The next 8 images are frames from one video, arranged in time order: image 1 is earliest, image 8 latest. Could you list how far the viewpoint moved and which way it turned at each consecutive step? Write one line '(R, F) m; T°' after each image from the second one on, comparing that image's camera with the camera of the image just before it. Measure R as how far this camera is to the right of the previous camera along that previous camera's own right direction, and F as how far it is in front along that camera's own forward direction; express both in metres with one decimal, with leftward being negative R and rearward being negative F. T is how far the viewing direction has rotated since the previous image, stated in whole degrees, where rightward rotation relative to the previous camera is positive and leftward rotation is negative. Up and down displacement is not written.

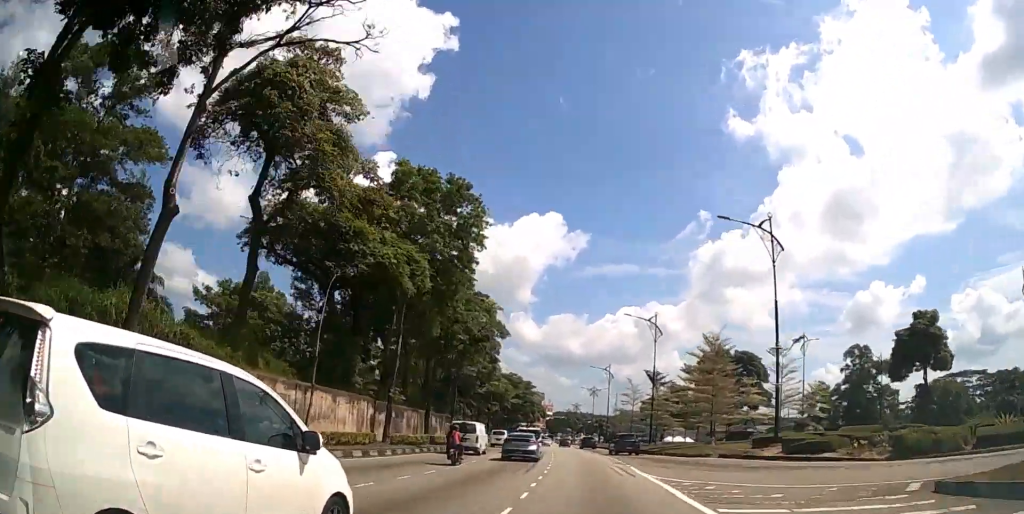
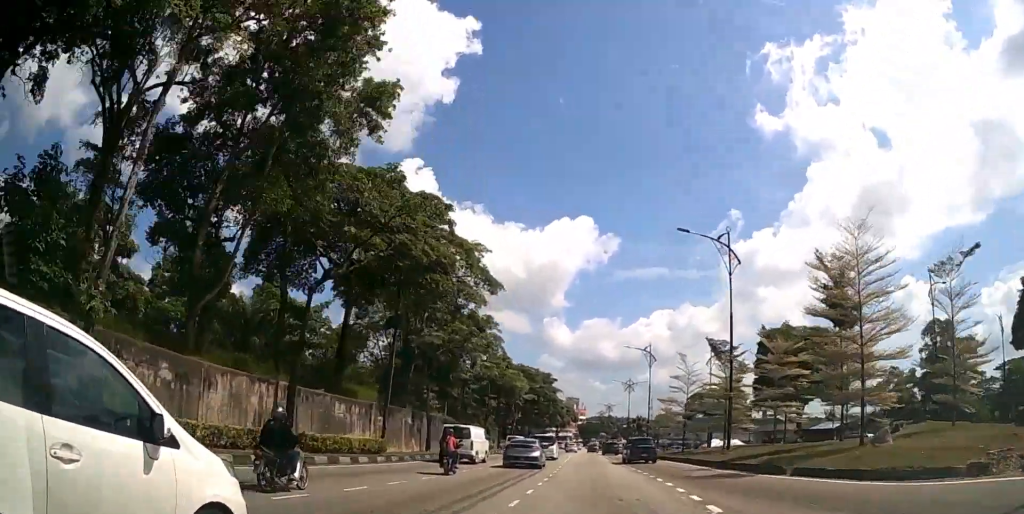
(-1.6, +22.0) m; -5°
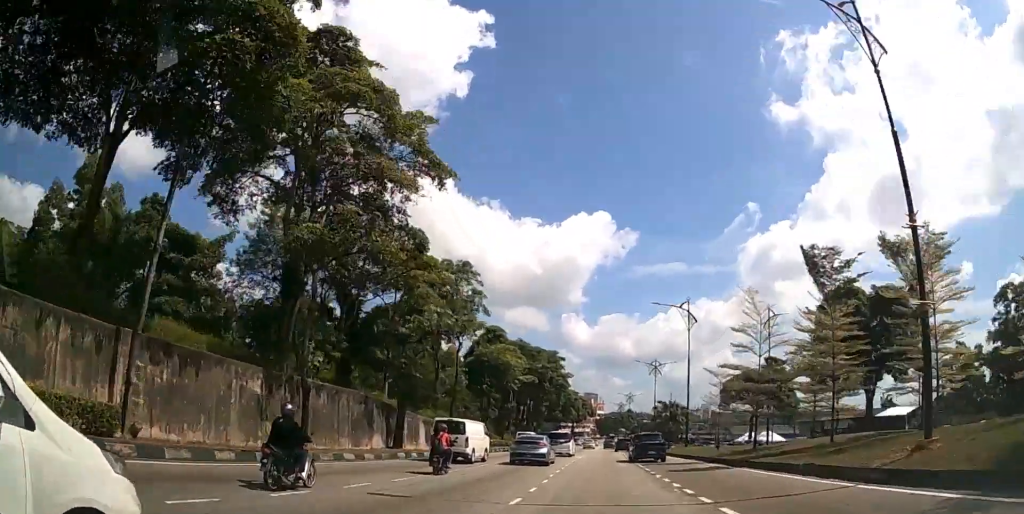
(-0.4, +19.1) m; -1°
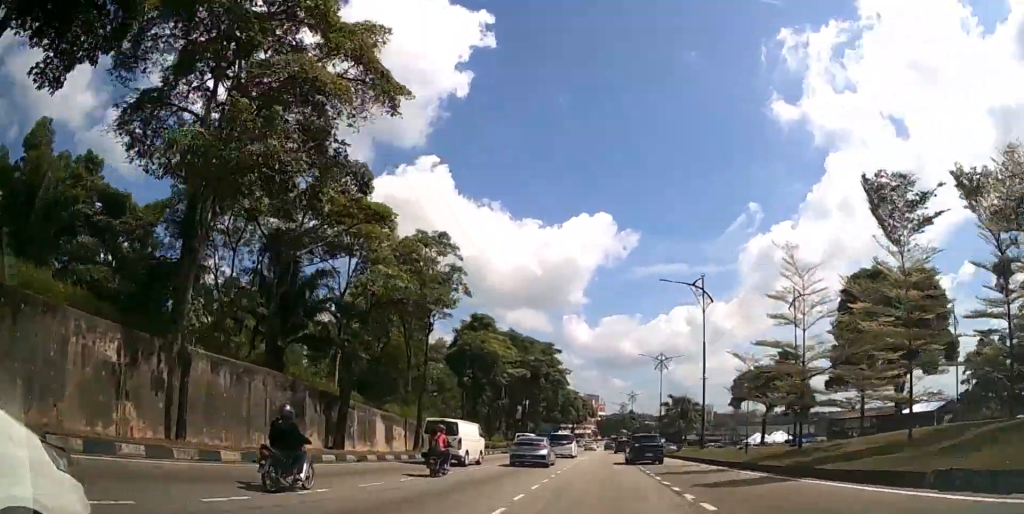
(0.0, +7.2) m; 0°
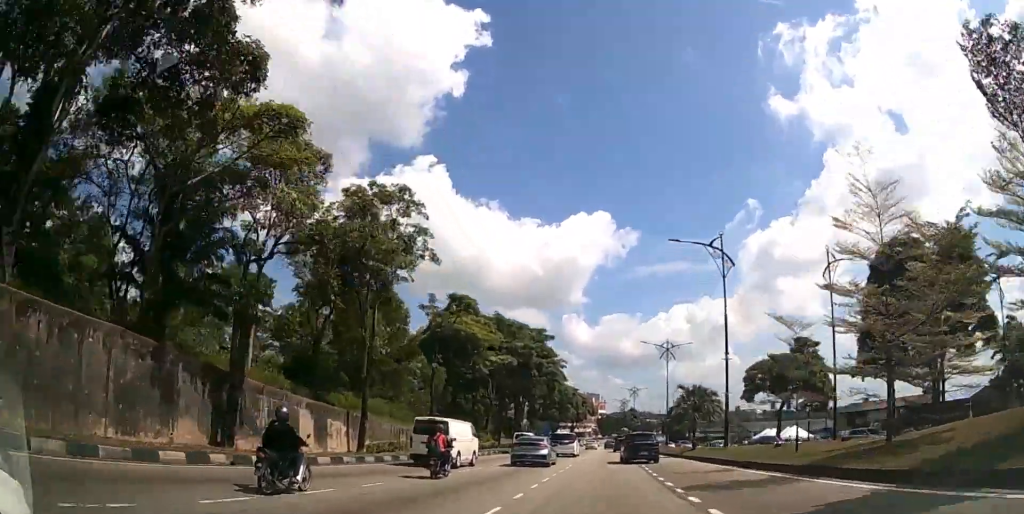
(0.0, +8.0) m; 0°
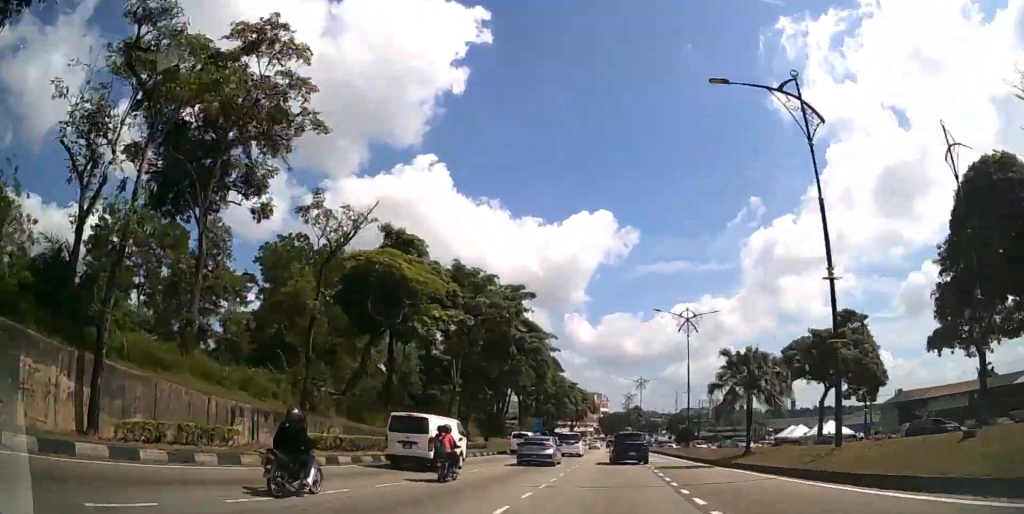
(0.0, +15.4) m; 0°
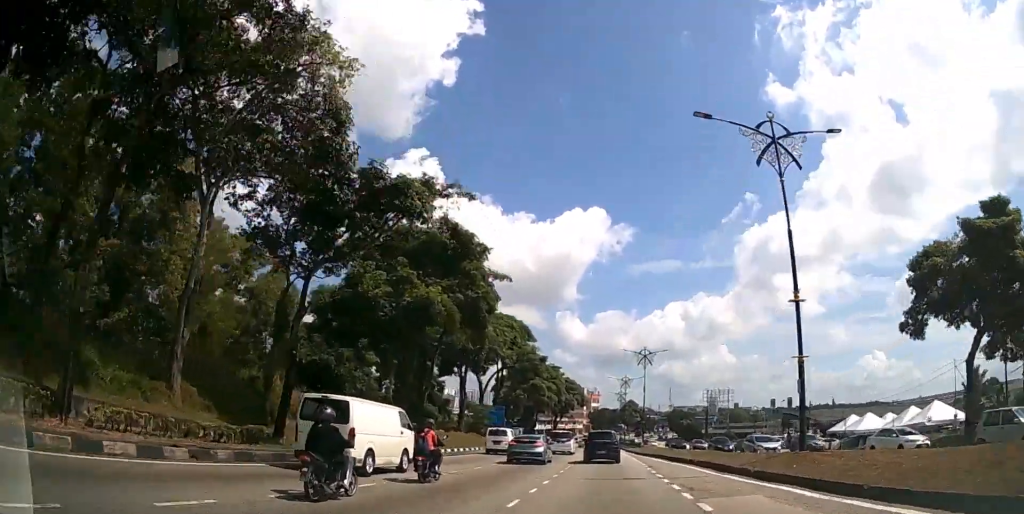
(+0.2, +31.6) m; 0°
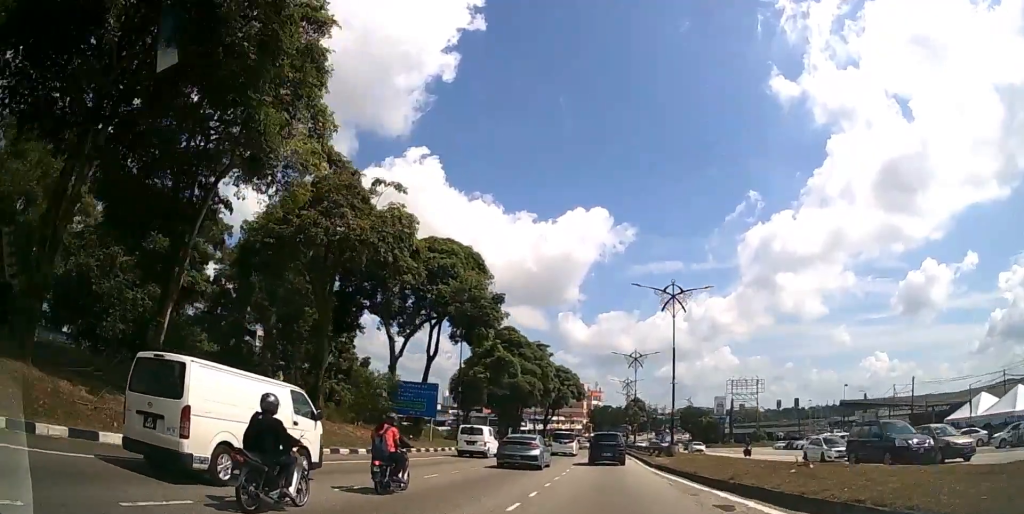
(-0.1, +30.7) m; 0°
